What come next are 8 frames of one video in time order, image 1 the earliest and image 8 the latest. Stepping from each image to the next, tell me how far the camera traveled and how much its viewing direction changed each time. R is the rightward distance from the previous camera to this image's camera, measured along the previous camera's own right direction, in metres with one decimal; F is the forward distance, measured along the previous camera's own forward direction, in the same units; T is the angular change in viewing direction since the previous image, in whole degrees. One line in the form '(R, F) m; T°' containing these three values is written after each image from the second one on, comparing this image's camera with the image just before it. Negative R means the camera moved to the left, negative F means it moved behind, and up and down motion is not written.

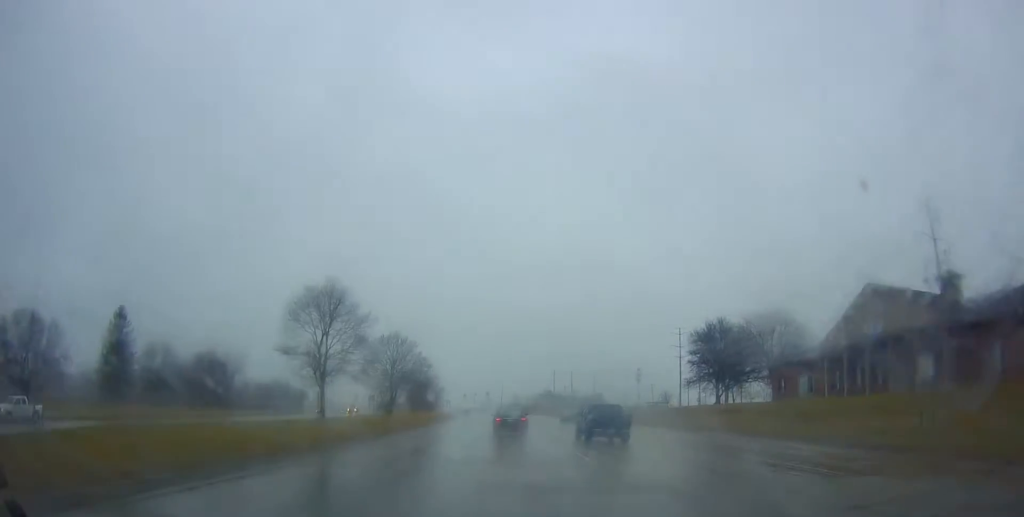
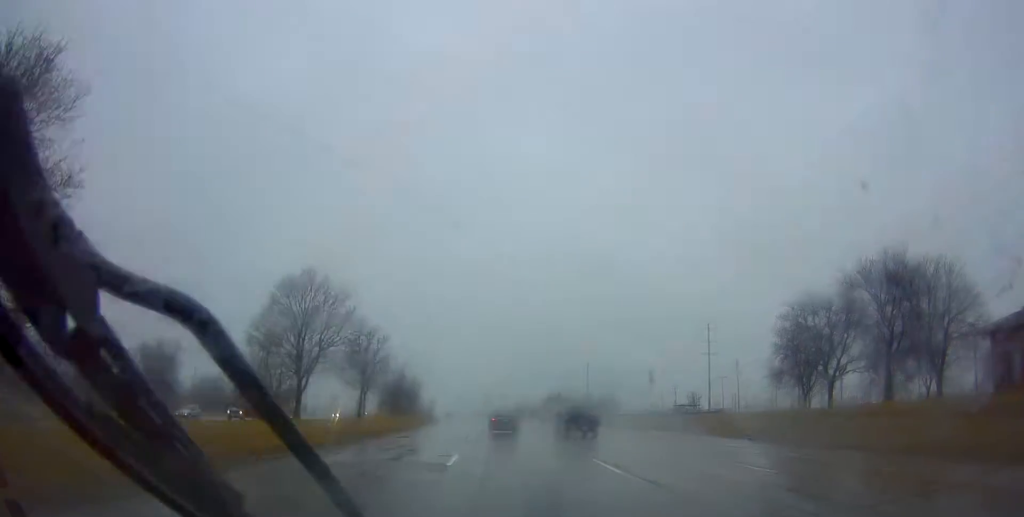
(-0.4, +32.7) m; 0°
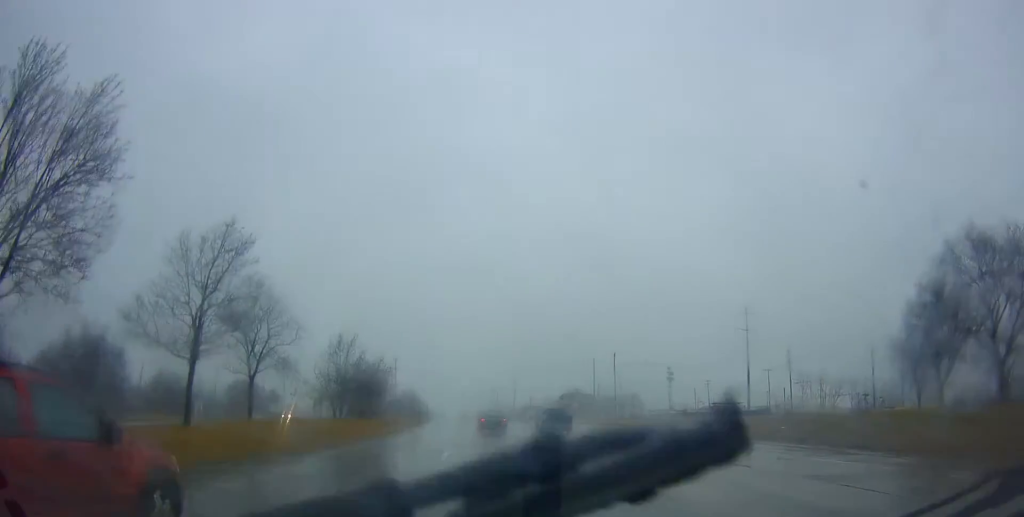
(+0.2, +28.0) m; -1°
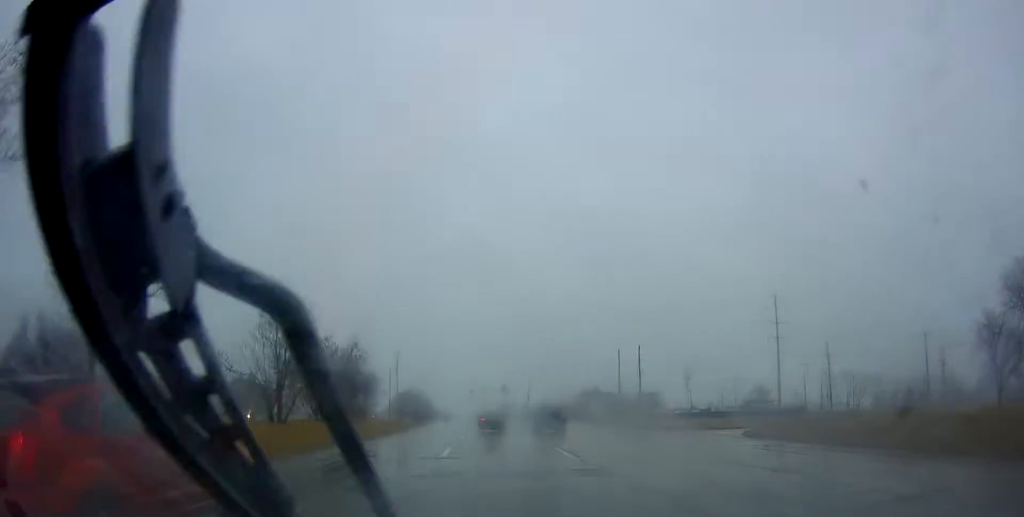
(-0.4, +14.0) m; -1°
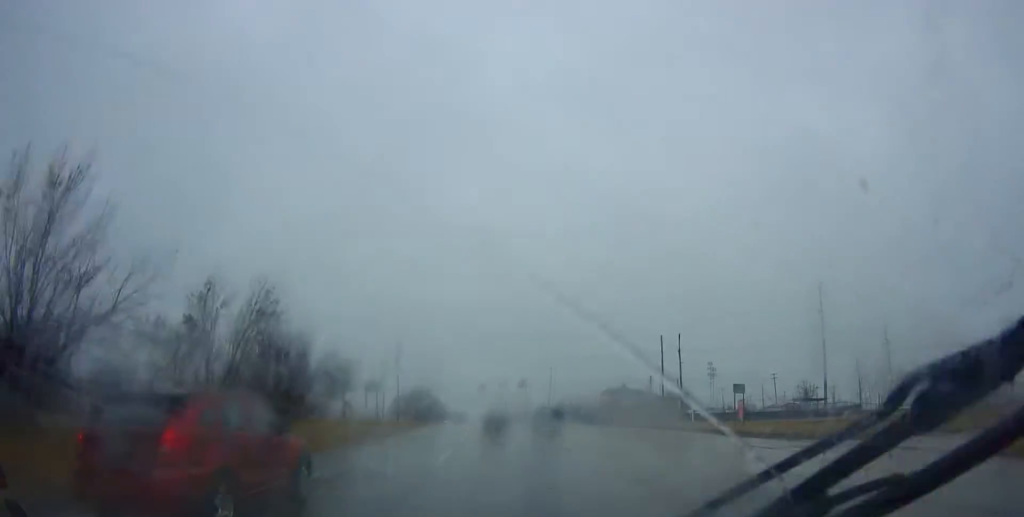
(0.0, +18.8) m; -2°
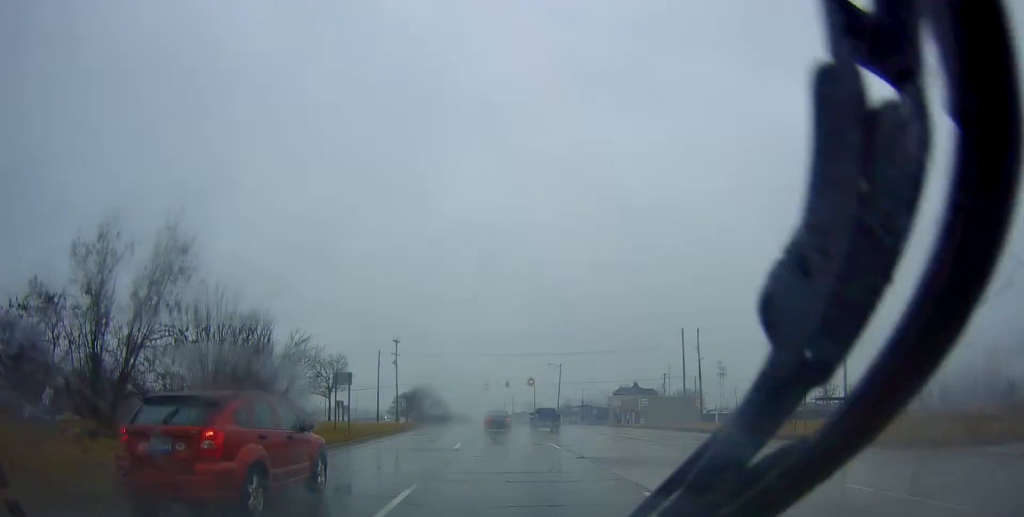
(-0.2, +7.6) m; -1°
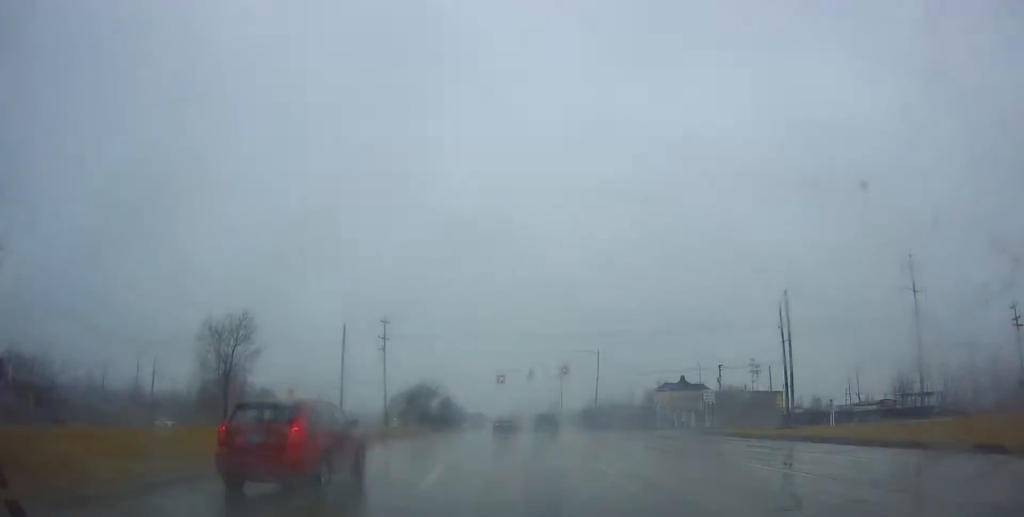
(-0.5, +26.1) m; -1°
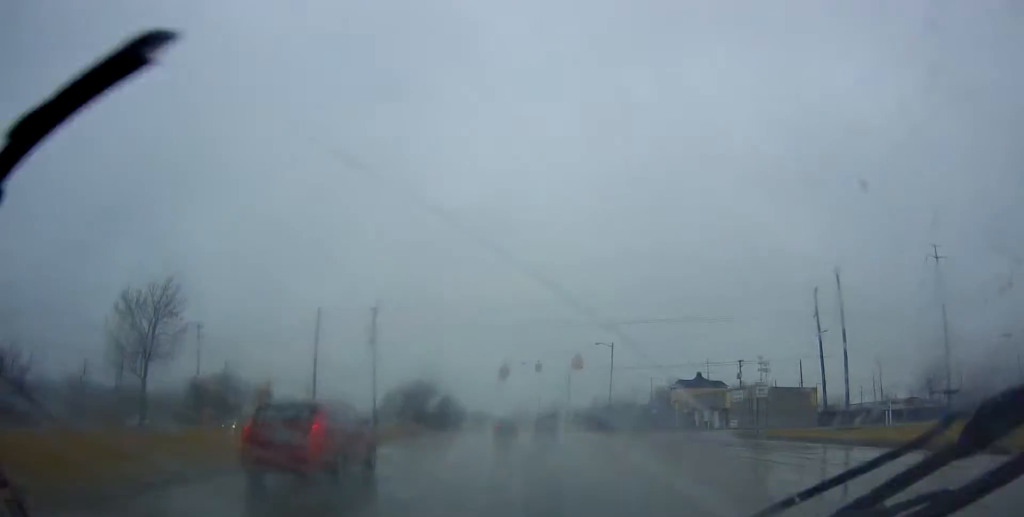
(0.0, +9.0) m; +1°
